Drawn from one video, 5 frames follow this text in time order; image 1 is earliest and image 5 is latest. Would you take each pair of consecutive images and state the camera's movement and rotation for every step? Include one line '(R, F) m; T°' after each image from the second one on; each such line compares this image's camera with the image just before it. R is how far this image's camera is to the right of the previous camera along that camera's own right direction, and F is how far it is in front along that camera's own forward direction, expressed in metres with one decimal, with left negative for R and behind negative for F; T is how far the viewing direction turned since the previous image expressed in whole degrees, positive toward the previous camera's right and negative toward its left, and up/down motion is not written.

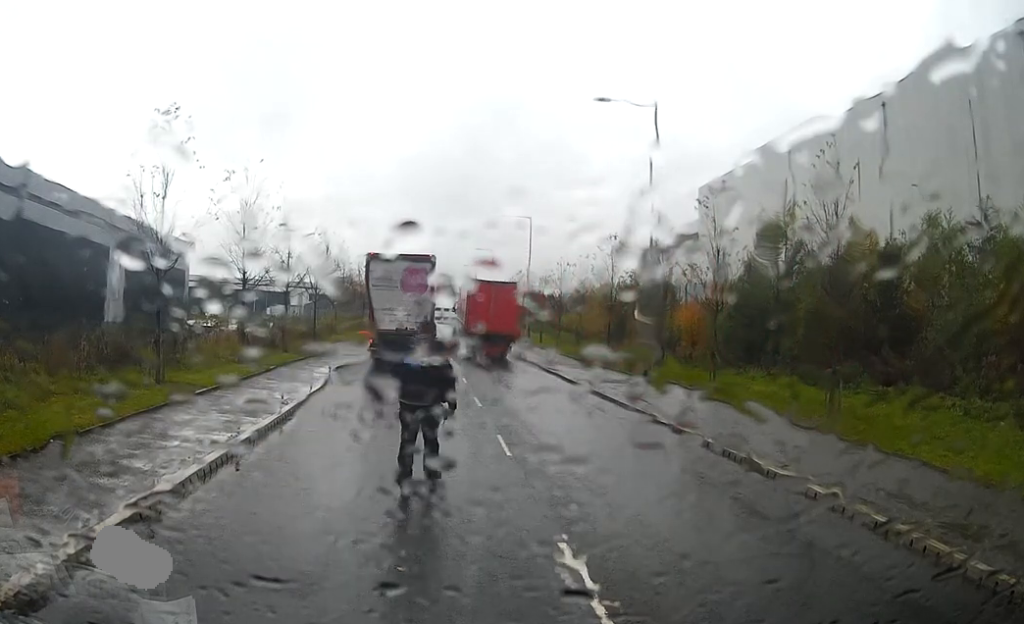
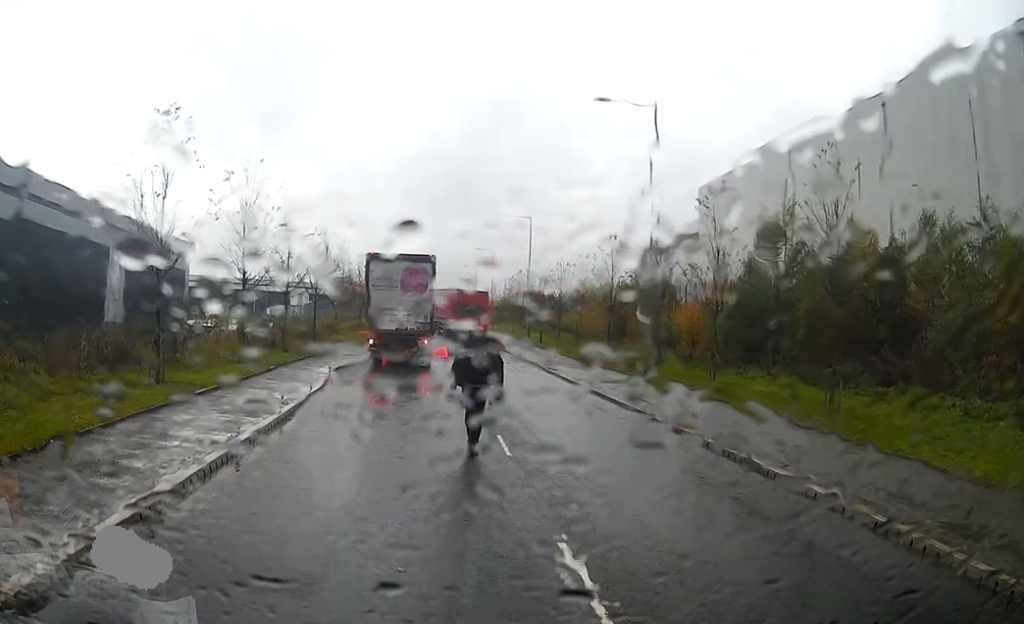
(0.0, 0.0) m; 0°
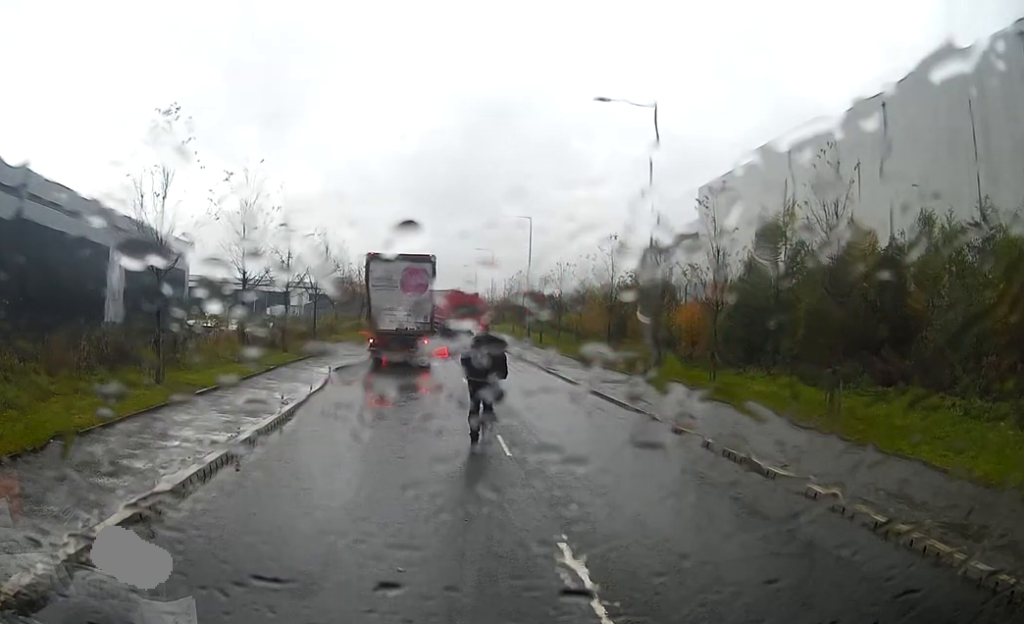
(0.0, 0.0) m; 0°
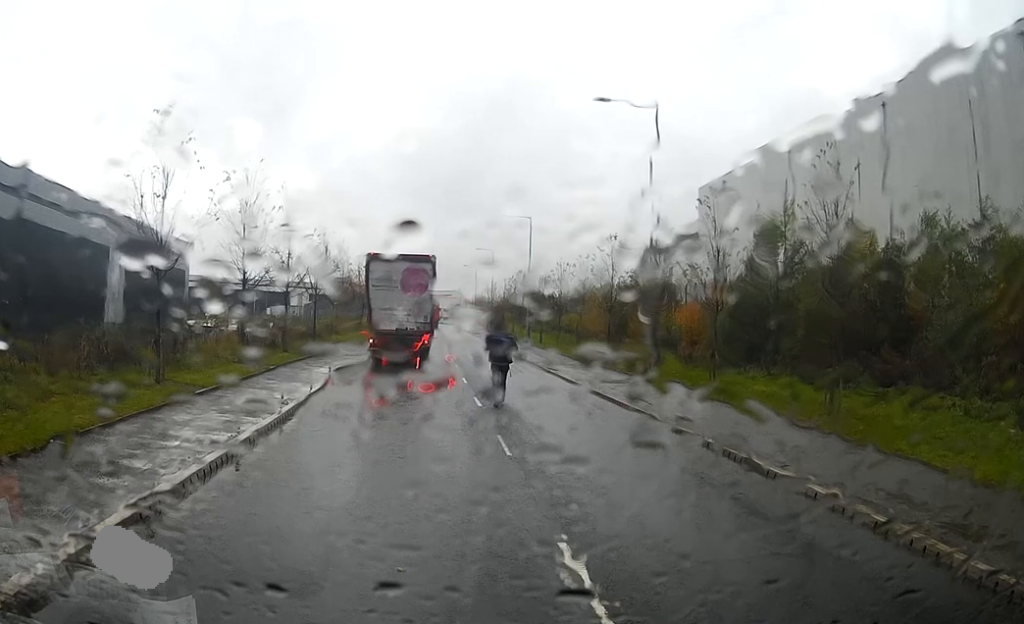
(0.0, 0.0) m; 0°
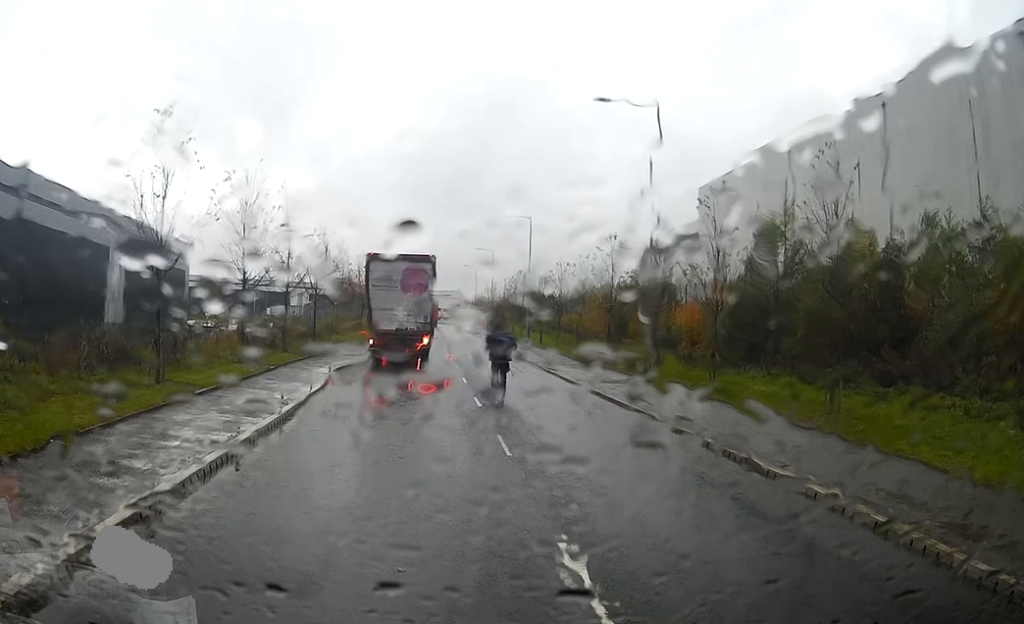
(0.0, 0.0) m; 0°
